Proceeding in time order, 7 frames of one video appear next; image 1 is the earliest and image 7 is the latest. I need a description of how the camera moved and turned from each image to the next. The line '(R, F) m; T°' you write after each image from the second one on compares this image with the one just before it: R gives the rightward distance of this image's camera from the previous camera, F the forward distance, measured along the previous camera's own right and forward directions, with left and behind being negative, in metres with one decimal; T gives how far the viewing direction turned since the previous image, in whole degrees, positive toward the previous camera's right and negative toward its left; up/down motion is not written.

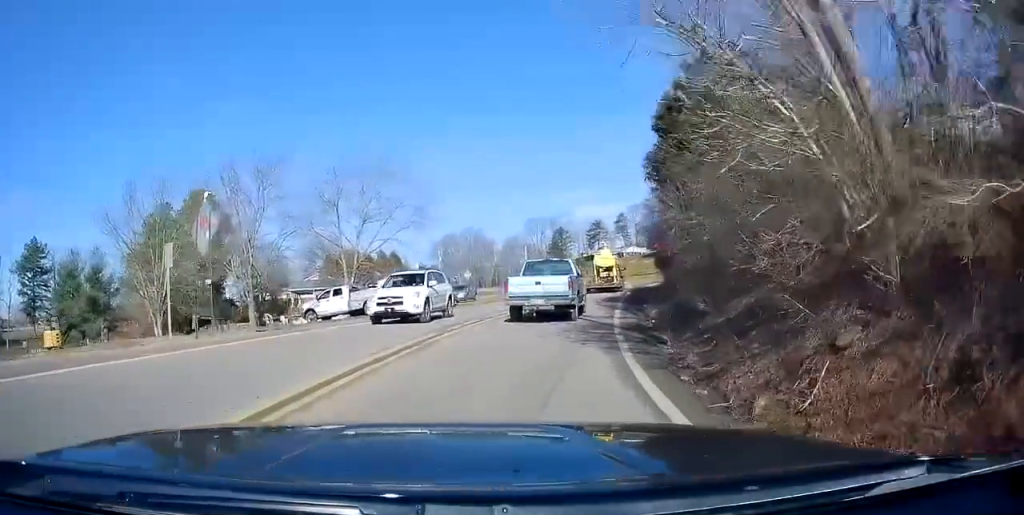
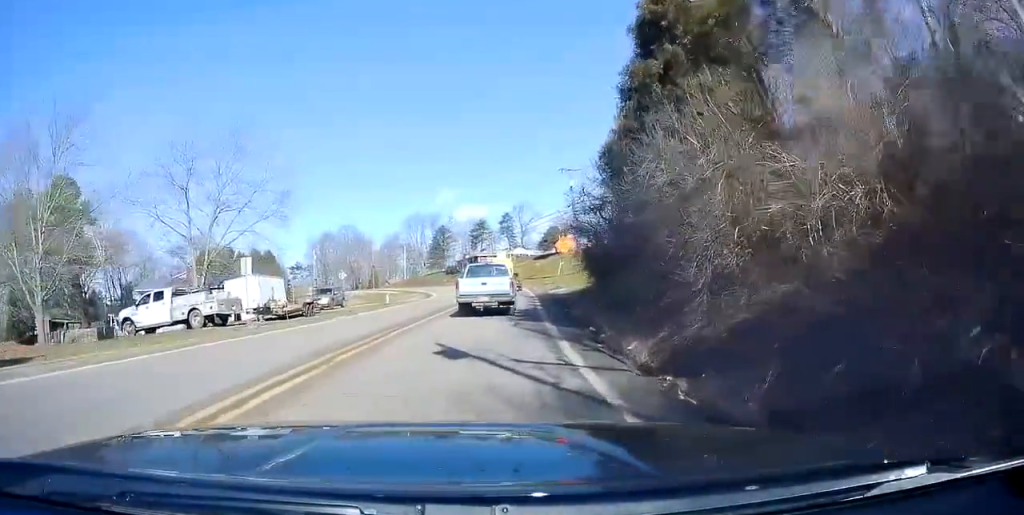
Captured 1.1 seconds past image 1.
(+0.9, +10.0) m; +9°
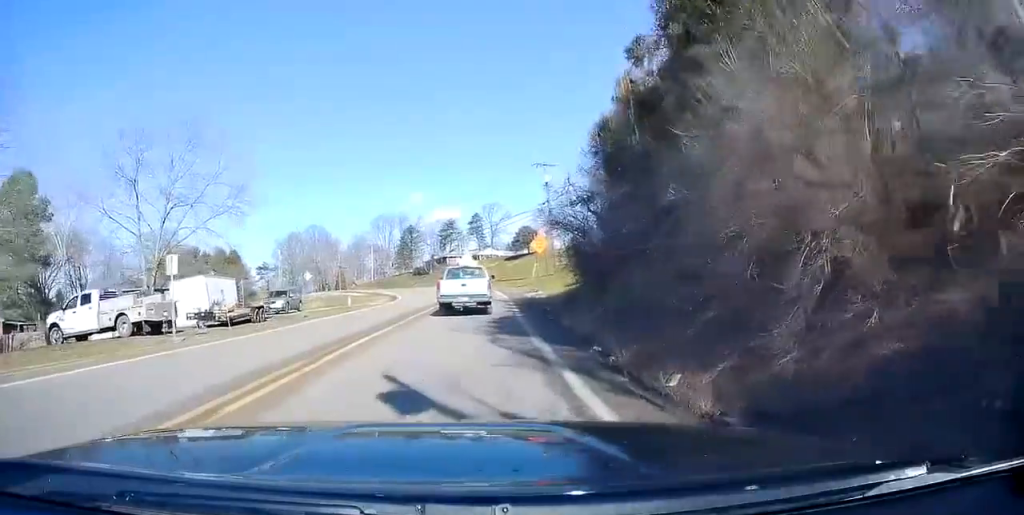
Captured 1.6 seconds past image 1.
(-0.1, +4.2) m; +4°
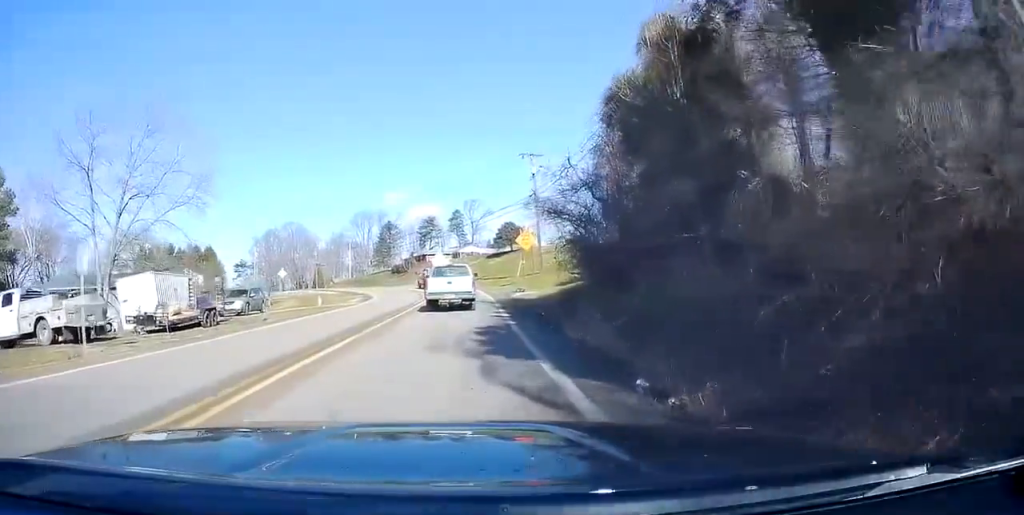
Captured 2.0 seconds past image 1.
(+0.2, +4.0) m; +4°
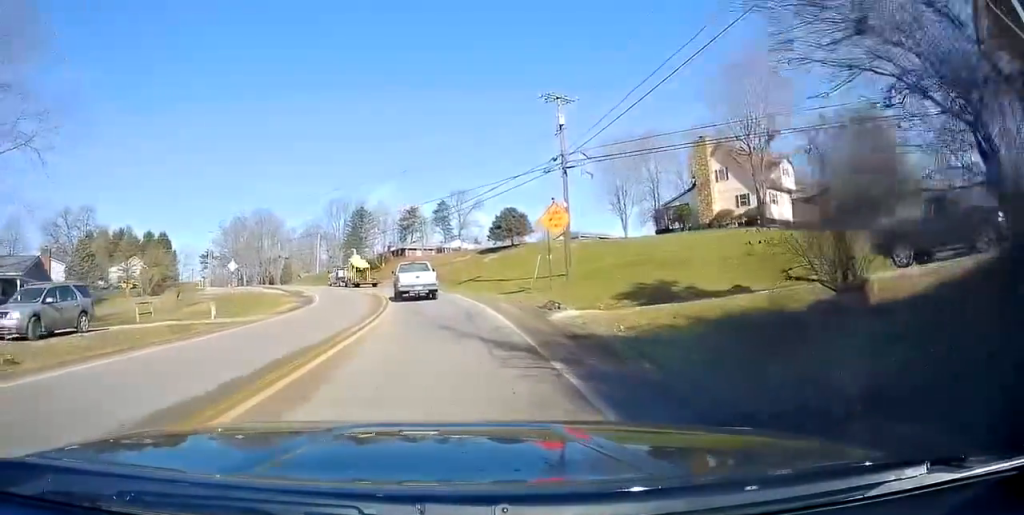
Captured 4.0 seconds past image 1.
(+1.8, +18.2) m; +3°
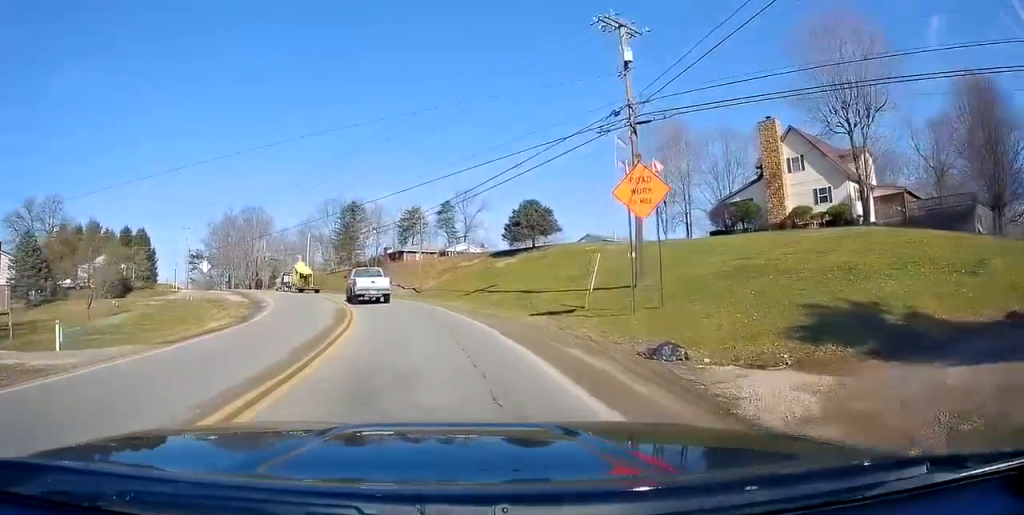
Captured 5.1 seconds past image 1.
(-0.4, +12.1) m; -2°
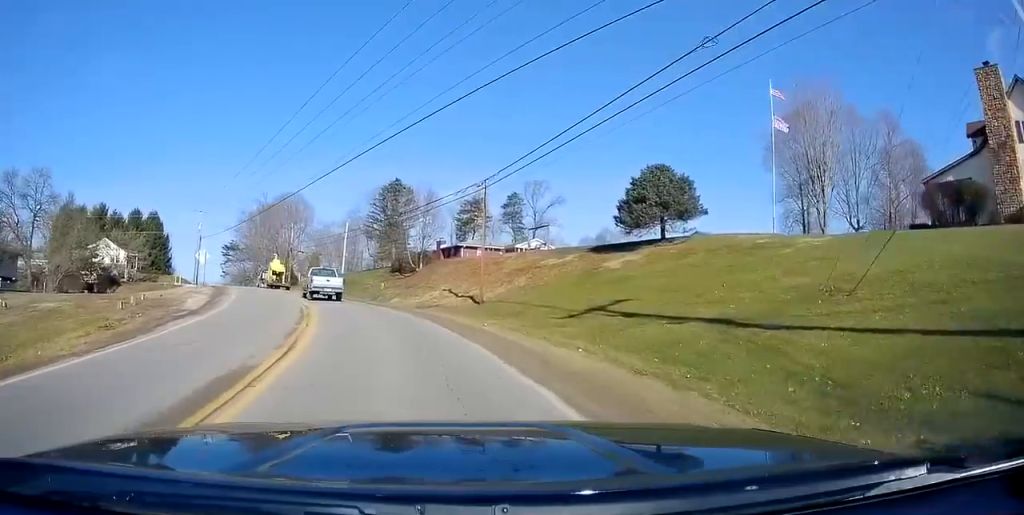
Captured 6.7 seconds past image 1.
(-0.4, +18.6) m; -7°
